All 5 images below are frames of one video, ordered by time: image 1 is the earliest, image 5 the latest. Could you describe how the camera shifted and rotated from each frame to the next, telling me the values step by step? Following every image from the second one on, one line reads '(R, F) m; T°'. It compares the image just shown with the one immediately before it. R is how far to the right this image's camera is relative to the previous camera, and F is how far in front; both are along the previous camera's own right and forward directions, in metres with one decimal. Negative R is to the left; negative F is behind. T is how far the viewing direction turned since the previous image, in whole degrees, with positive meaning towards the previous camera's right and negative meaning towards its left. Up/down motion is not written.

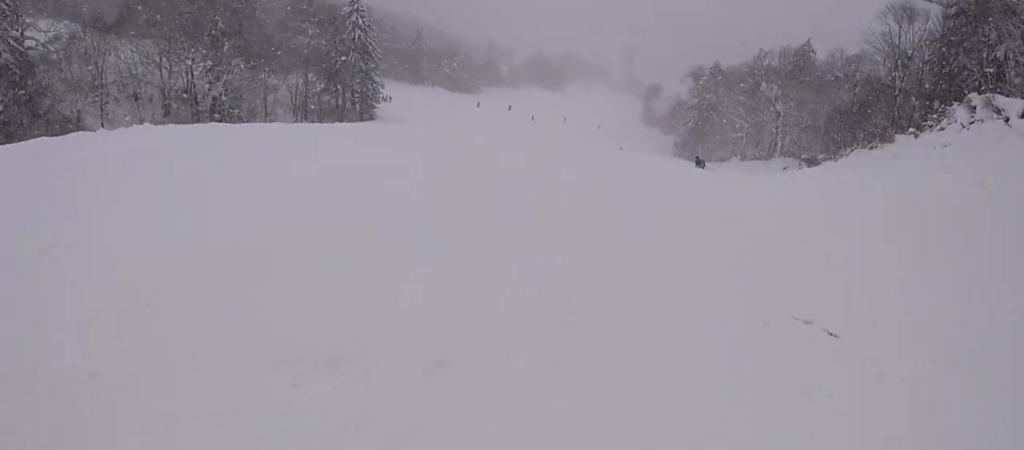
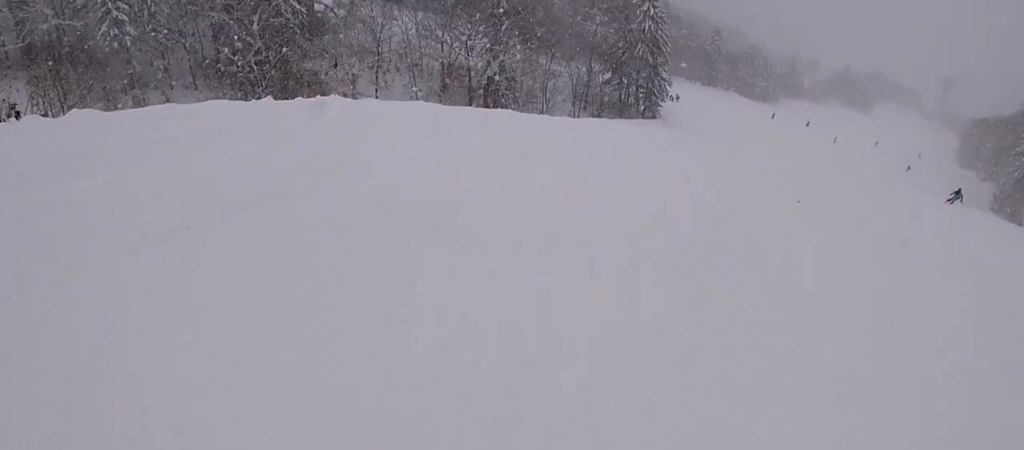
(-0.9, +5.9) m; -11°
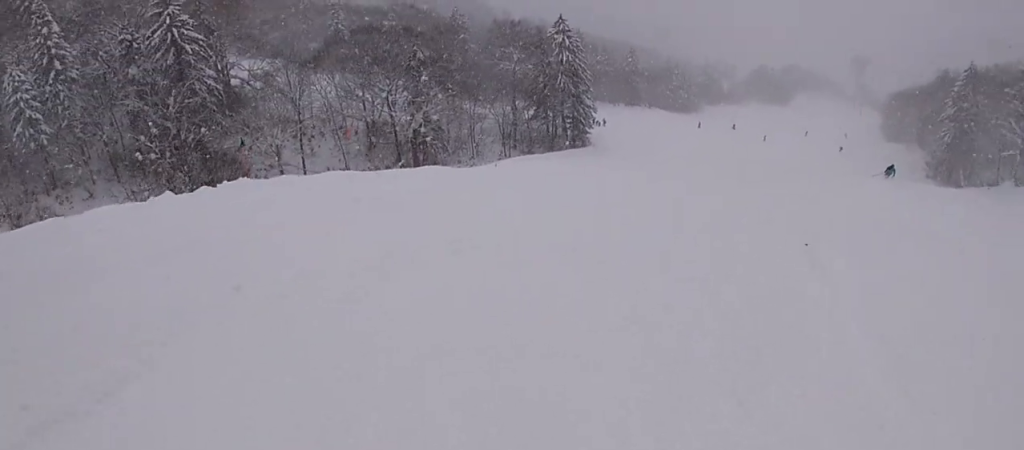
(-0.2, +1.8) m; +6°
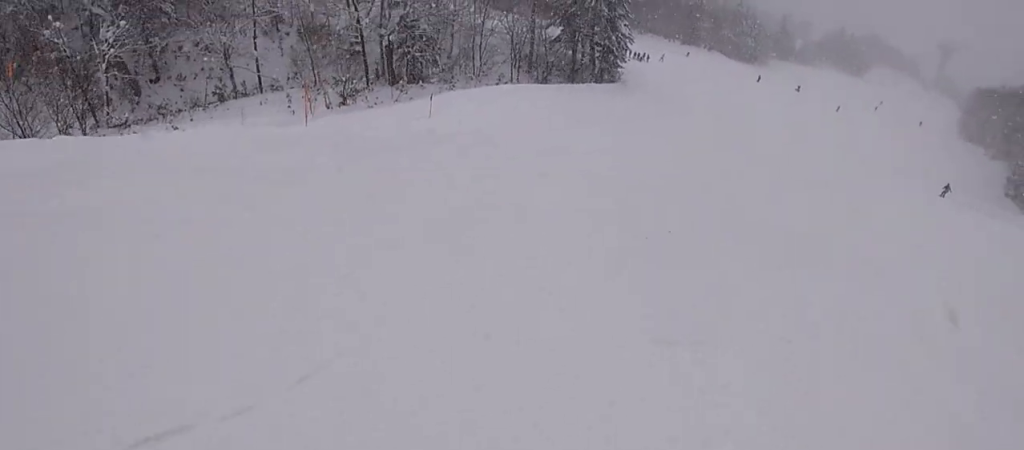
(-0.9, +13.9) m; -11°
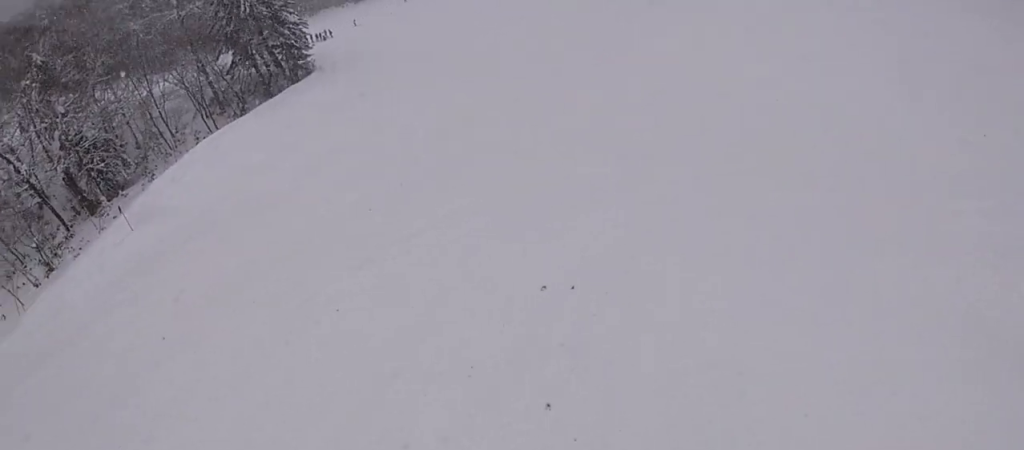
(+0.7, +4.7) m; +16°
